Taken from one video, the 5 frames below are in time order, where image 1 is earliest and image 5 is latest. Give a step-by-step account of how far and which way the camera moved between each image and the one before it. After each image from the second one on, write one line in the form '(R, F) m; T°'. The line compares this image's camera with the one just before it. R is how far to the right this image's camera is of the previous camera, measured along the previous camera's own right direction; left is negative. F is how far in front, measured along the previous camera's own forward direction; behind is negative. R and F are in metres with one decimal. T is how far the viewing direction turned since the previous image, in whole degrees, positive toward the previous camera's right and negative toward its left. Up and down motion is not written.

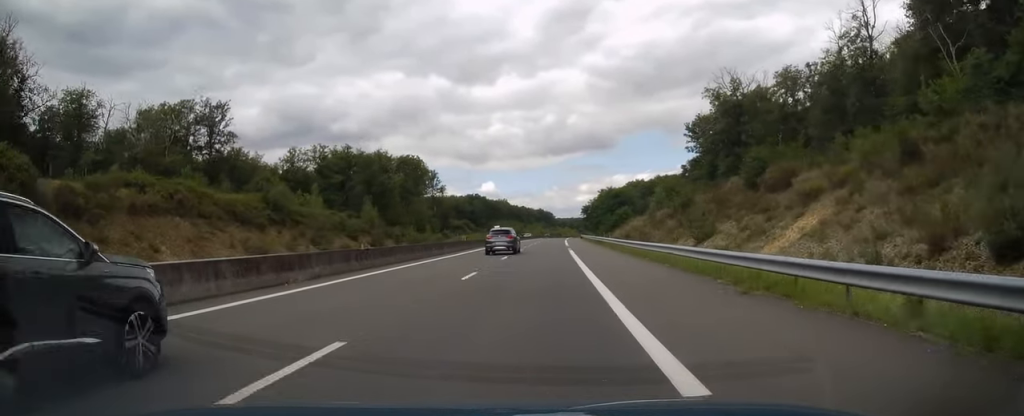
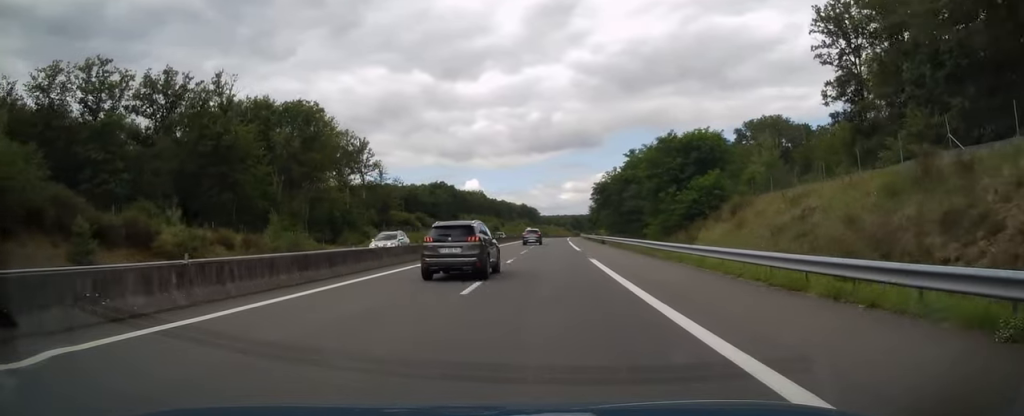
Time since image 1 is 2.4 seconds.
(+0.9, +69.3) m; +1°
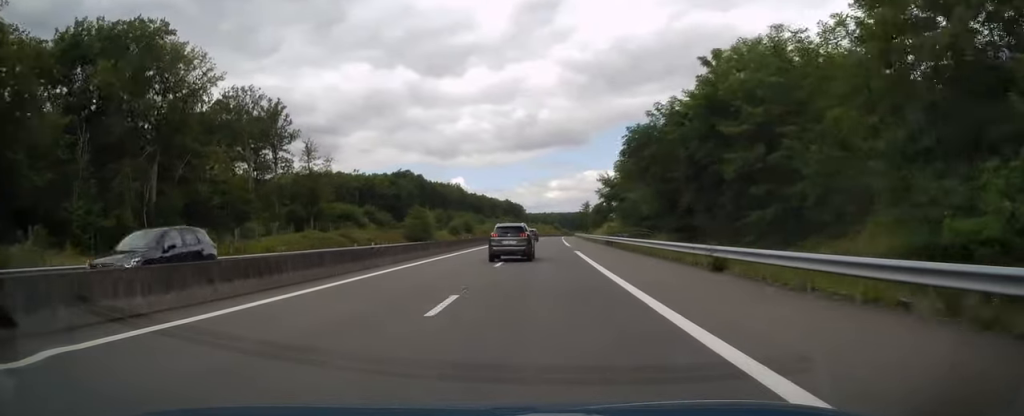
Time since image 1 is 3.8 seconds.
(+0.5, +42.3) m; +1°
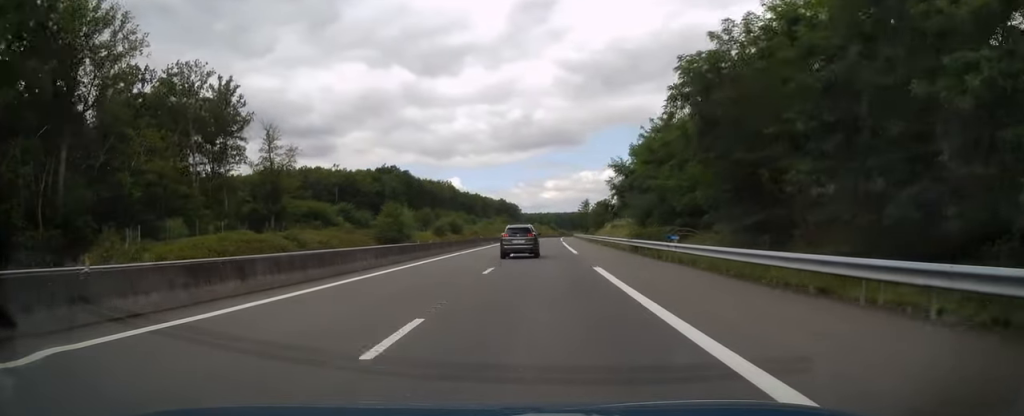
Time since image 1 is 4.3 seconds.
(0.0, +16.3) m; 0°
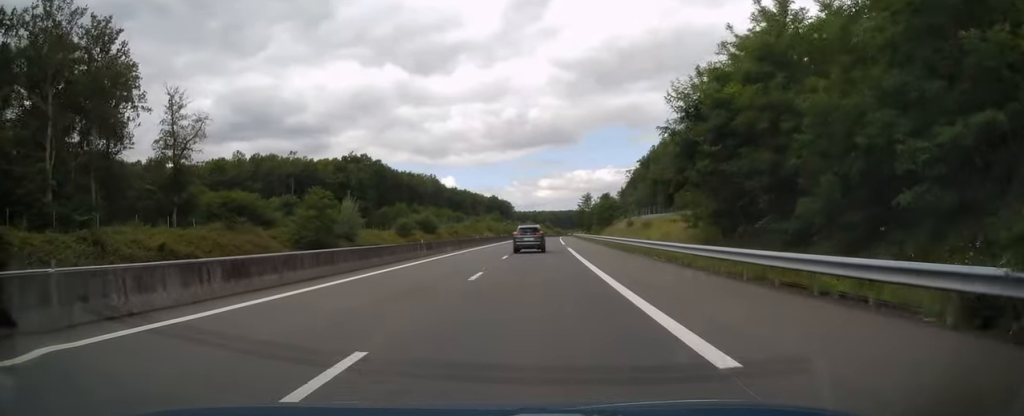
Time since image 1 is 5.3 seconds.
(+0.1, +28.5) m; +1°
